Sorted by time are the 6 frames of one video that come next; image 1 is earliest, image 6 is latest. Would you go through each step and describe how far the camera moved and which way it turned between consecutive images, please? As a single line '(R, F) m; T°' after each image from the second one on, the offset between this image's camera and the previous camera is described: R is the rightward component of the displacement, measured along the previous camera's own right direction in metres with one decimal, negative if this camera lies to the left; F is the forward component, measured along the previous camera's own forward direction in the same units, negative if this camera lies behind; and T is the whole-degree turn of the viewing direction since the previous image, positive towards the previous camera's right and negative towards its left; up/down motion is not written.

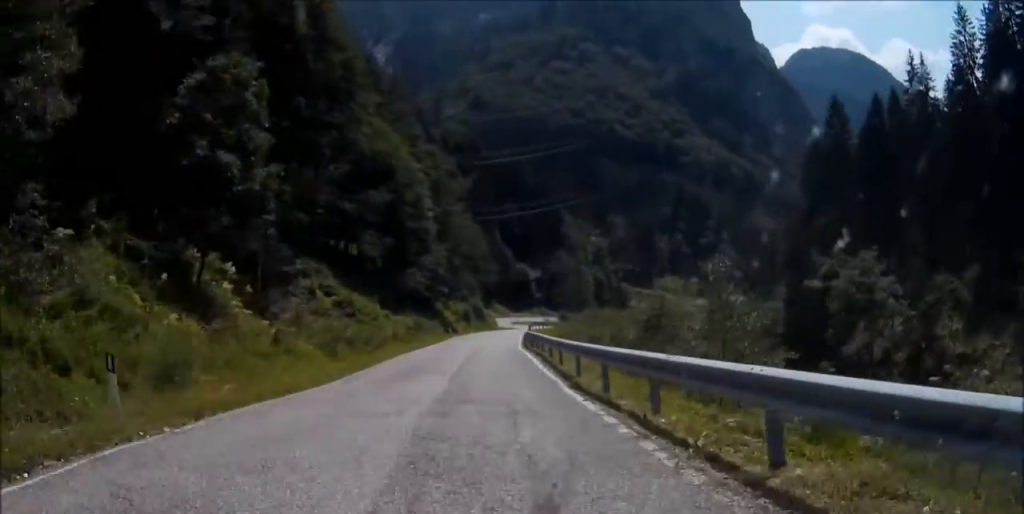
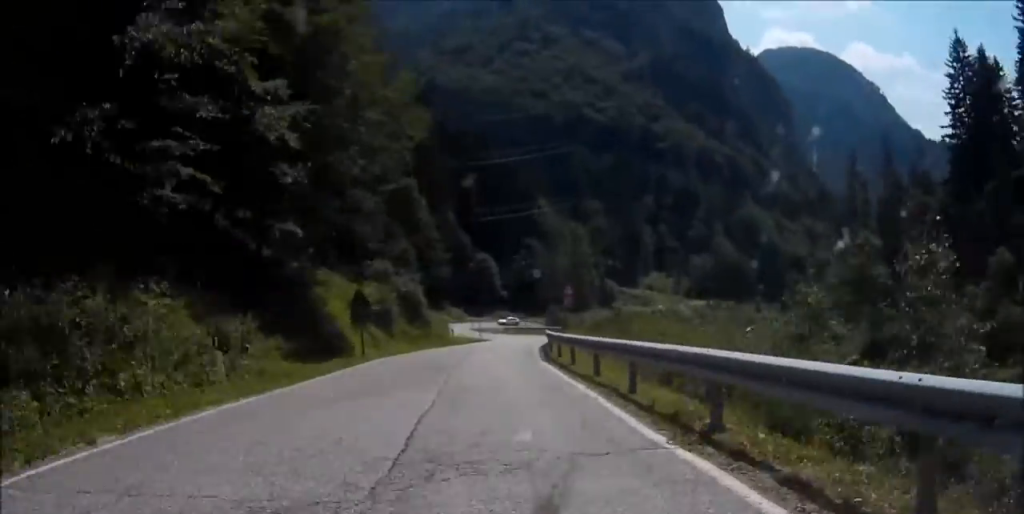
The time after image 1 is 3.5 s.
(+2.2, +53.0) m; +4°
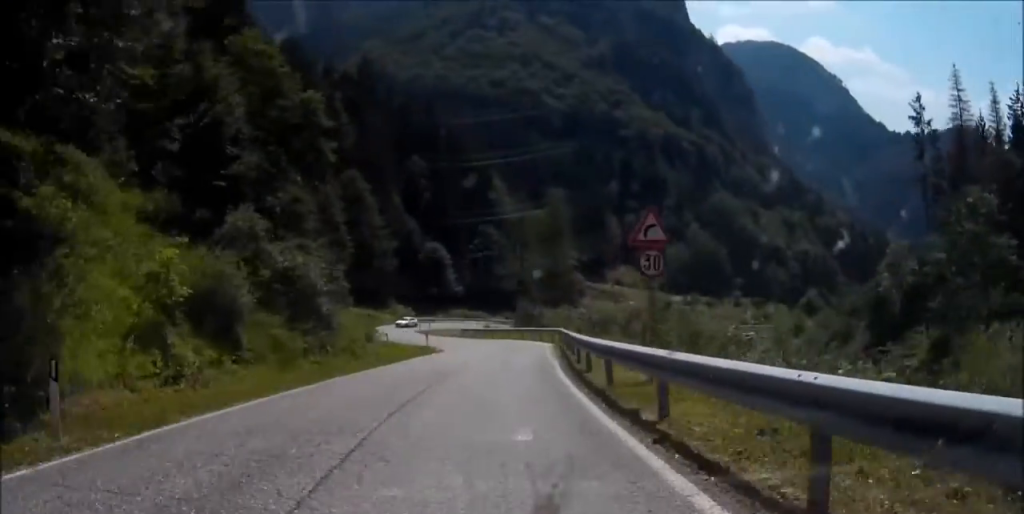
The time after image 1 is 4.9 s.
(+0.2, +22.0) m; -1°
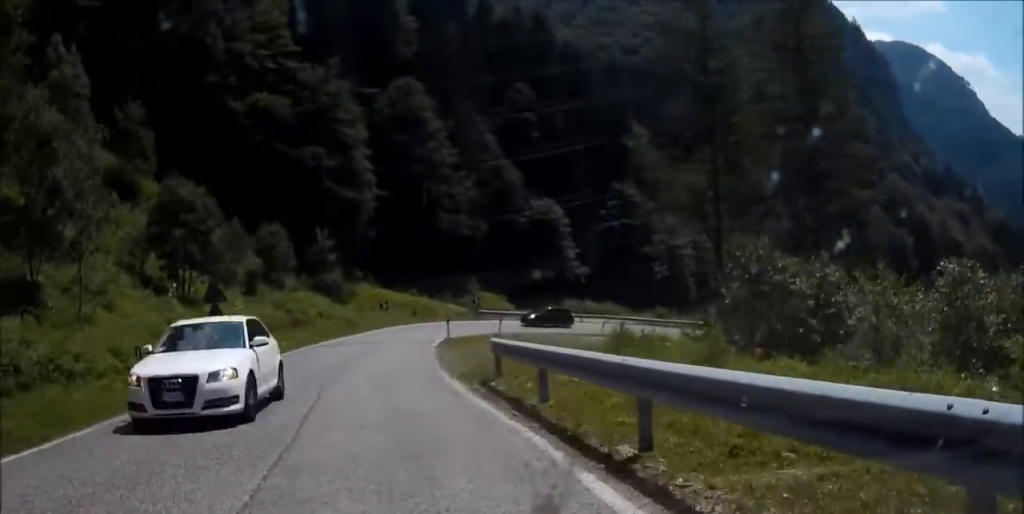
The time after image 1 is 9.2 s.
(-3.1, +56.0) m; -5°
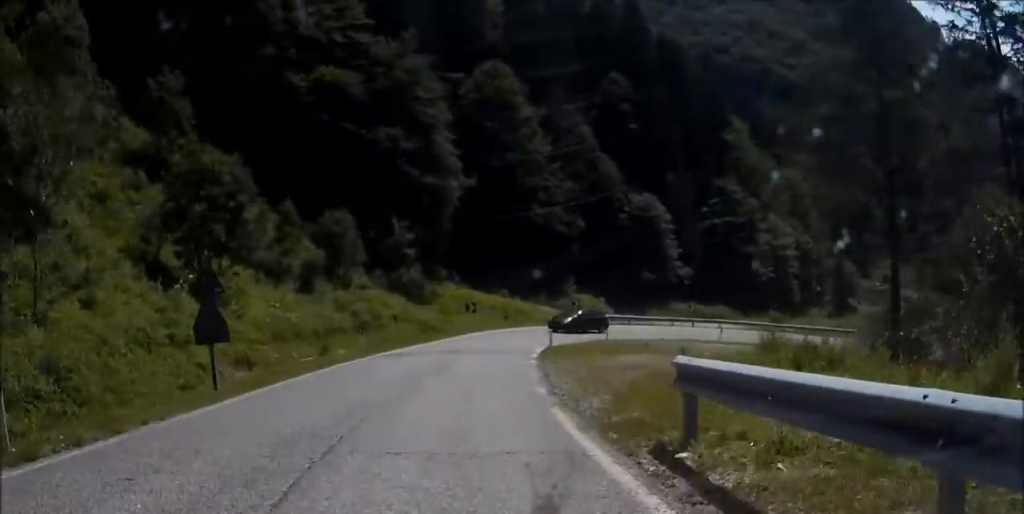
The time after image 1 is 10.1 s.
(-0.1, +9.7) m; +1°
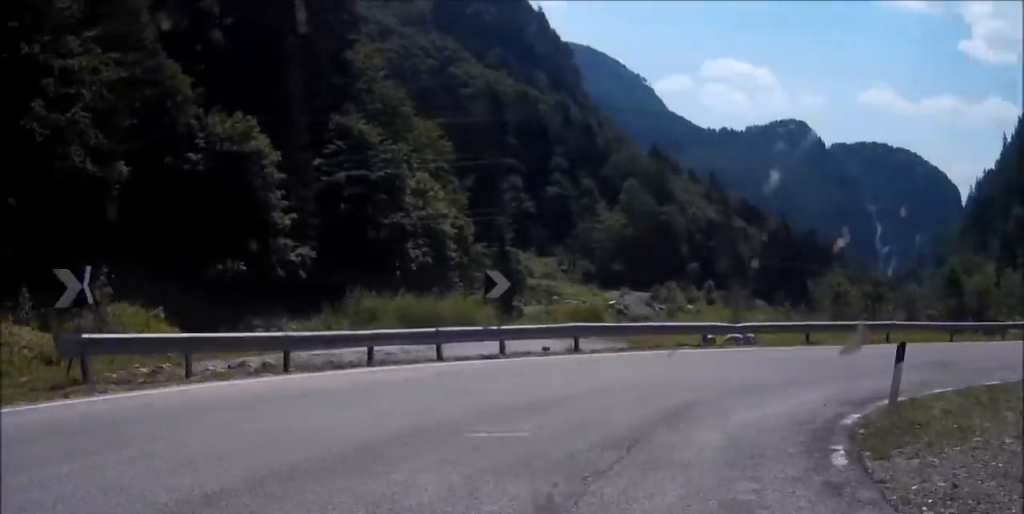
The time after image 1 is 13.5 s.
(+5.4, +25.9) m; +37°
